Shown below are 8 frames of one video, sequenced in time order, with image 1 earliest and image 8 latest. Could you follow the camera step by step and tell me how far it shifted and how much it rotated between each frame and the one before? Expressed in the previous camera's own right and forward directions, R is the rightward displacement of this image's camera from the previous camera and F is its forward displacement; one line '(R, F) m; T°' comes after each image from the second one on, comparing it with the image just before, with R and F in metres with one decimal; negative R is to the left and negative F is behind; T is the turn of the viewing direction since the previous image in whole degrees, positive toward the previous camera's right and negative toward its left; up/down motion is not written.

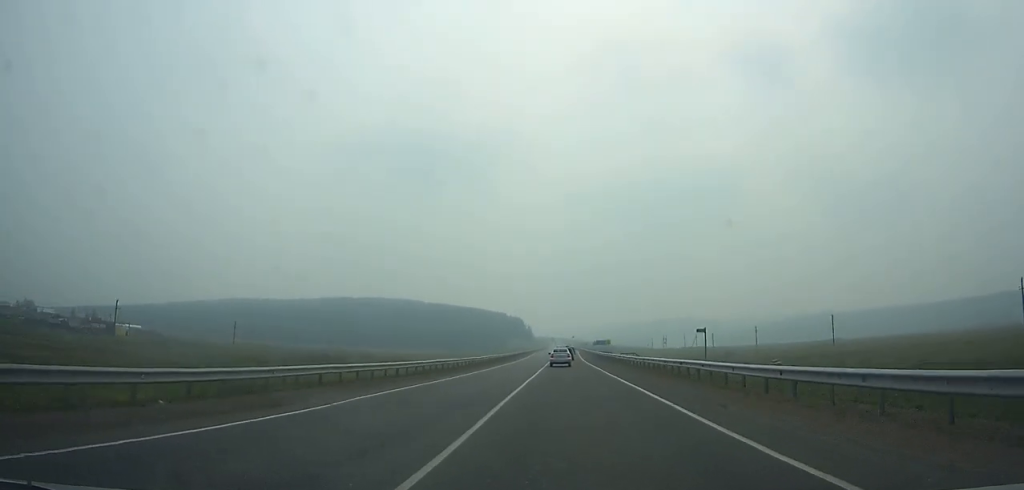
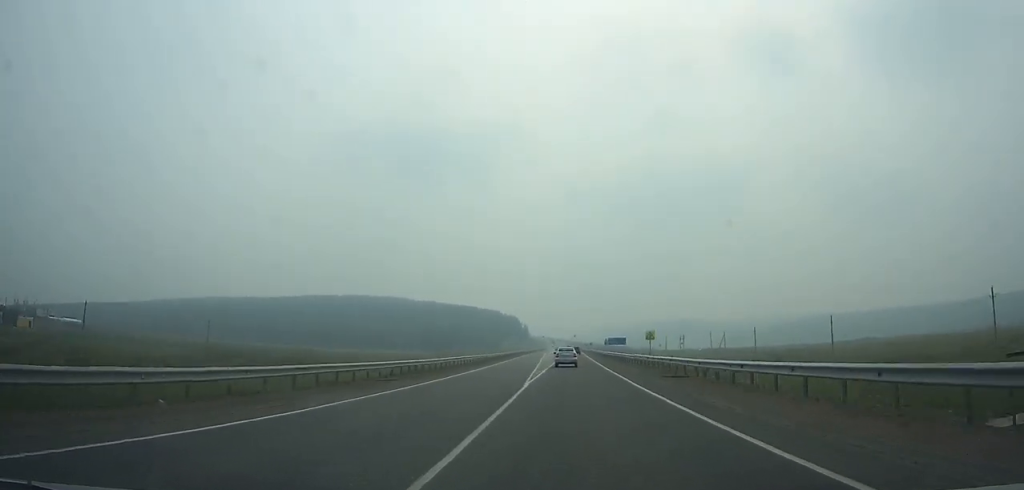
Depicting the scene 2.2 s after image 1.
(-0.1, +52.6) m; 0°
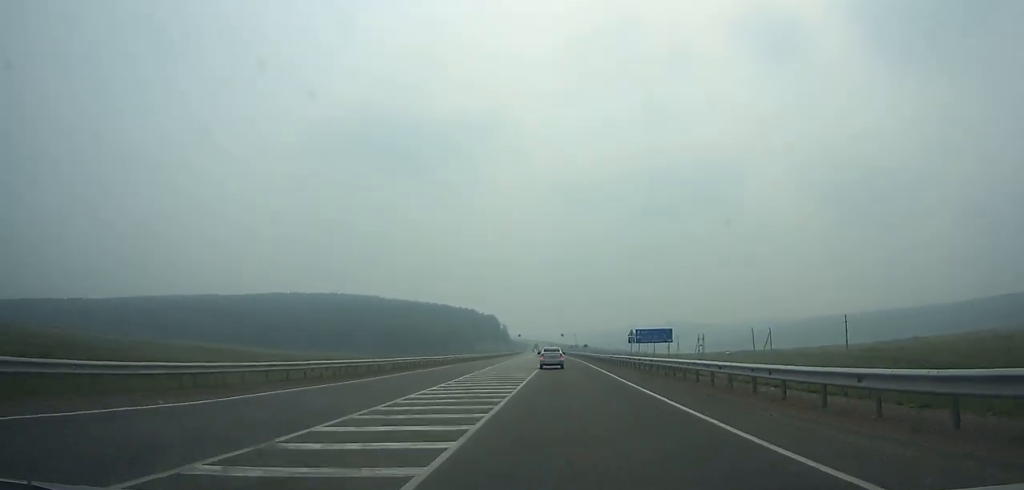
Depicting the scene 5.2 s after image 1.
(+0.2, +69.8) m; 0°
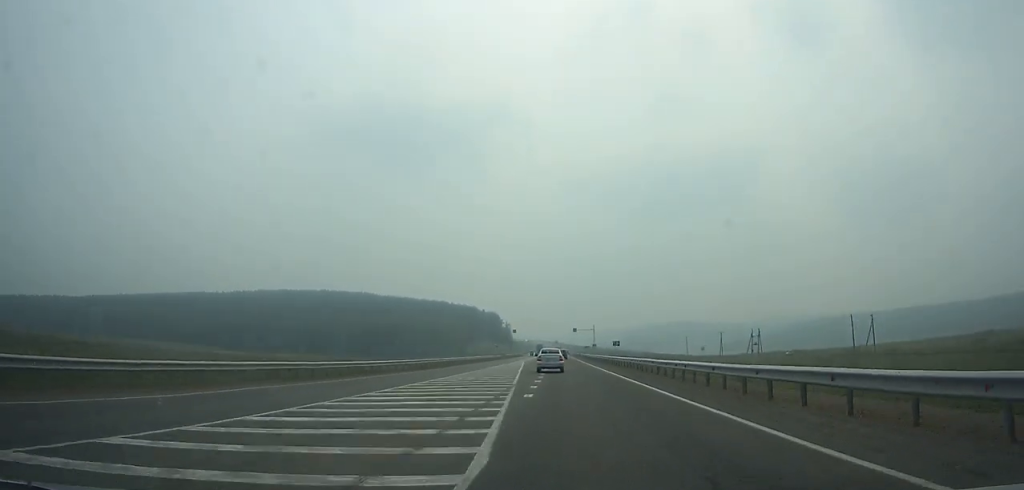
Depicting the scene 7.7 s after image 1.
(0.0, +56.8) m; 0°
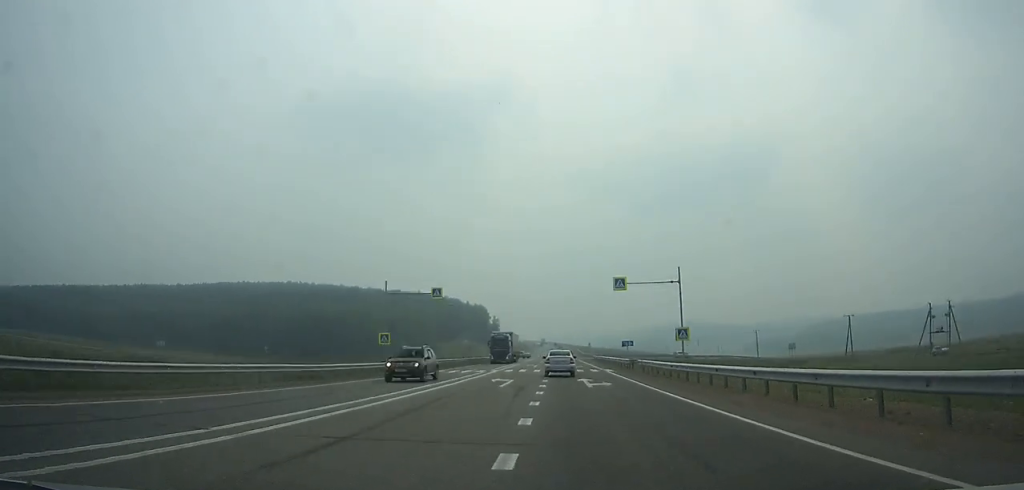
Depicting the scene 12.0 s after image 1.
(-0.2, +94.6) m; 0°
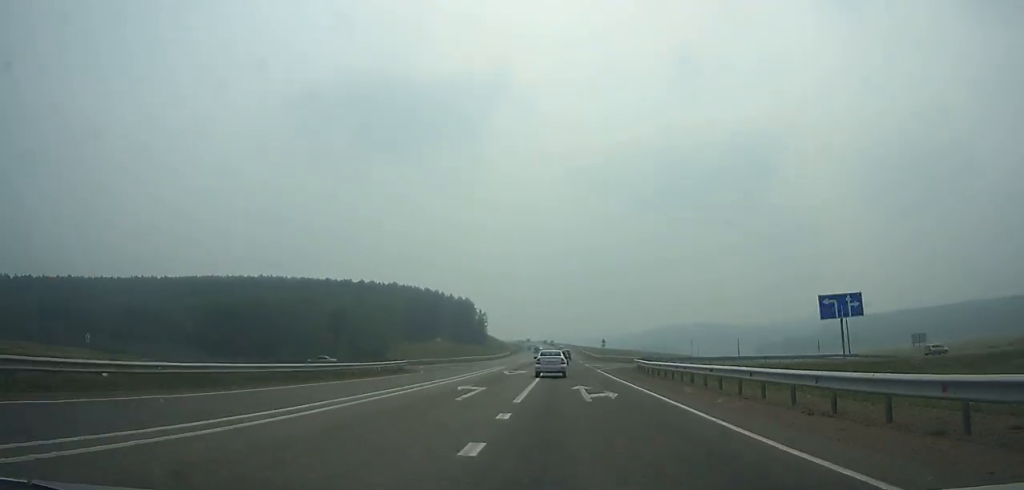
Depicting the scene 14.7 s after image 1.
(-0.1, +58.0) m; 0°
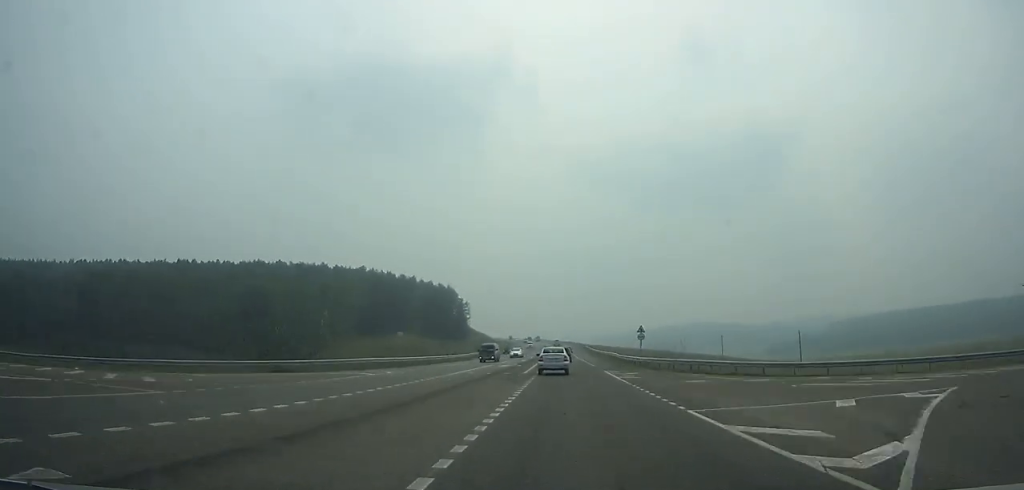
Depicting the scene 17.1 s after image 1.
(0.0, +50.9) m; 0°
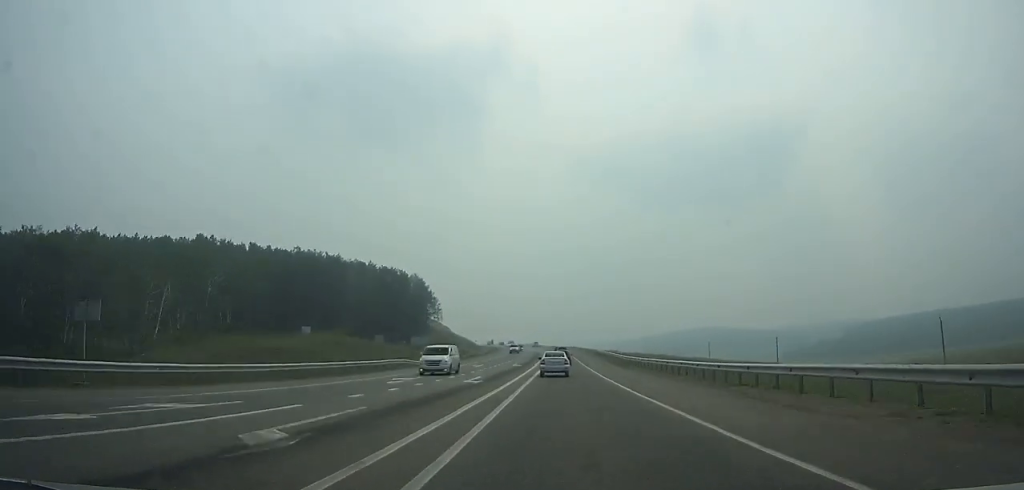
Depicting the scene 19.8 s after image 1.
(-0.1, +56.7) m; 0°
